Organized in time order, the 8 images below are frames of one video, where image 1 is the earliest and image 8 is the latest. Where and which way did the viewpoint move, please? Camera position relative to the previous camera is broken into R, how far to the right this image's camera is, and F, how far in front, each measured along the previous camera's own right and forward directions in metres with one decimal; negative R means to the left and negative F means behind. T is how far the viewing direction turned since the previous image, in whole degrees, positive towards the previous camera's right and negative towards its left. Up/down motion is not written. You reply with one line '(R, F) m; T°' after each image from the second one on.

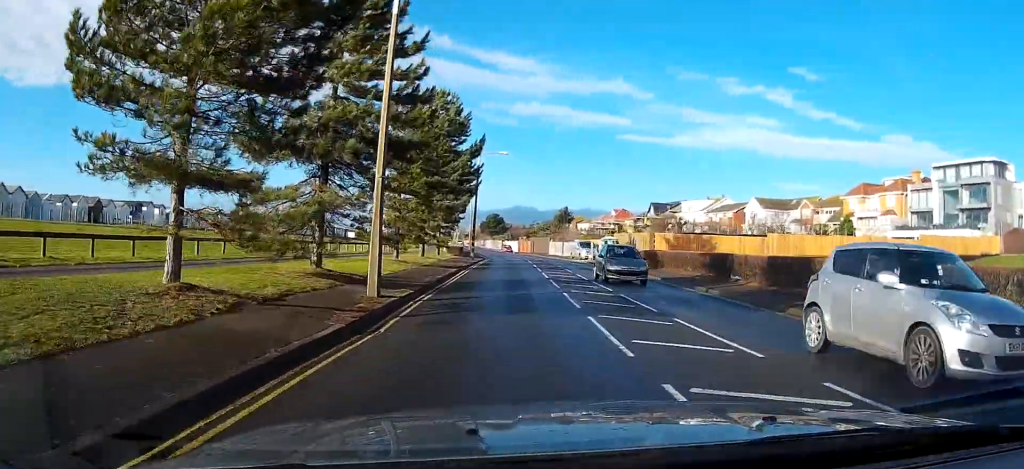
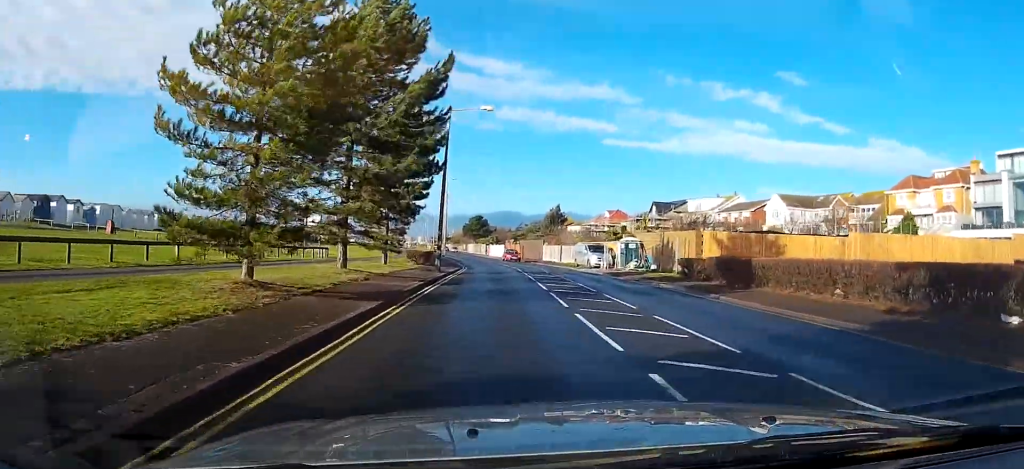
(+0.6, +16.3) m; +1°
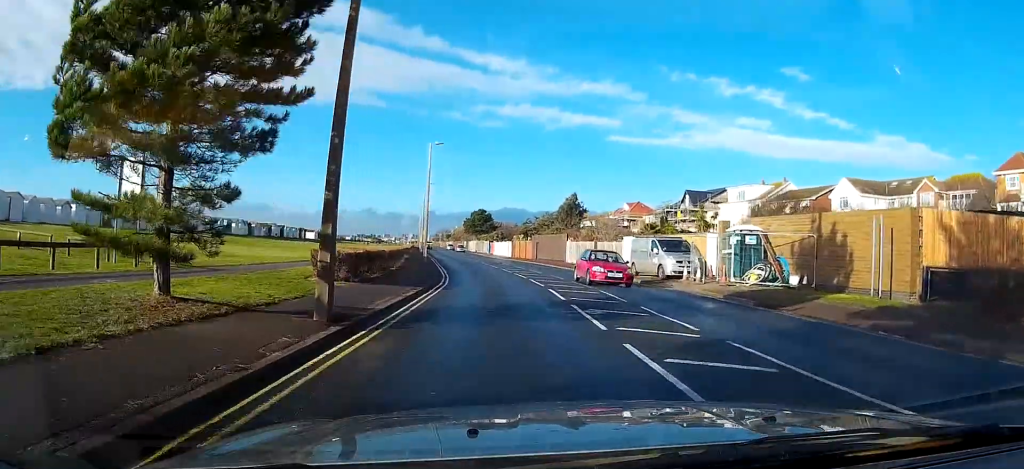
(-0.2, +20.3) m; -1°
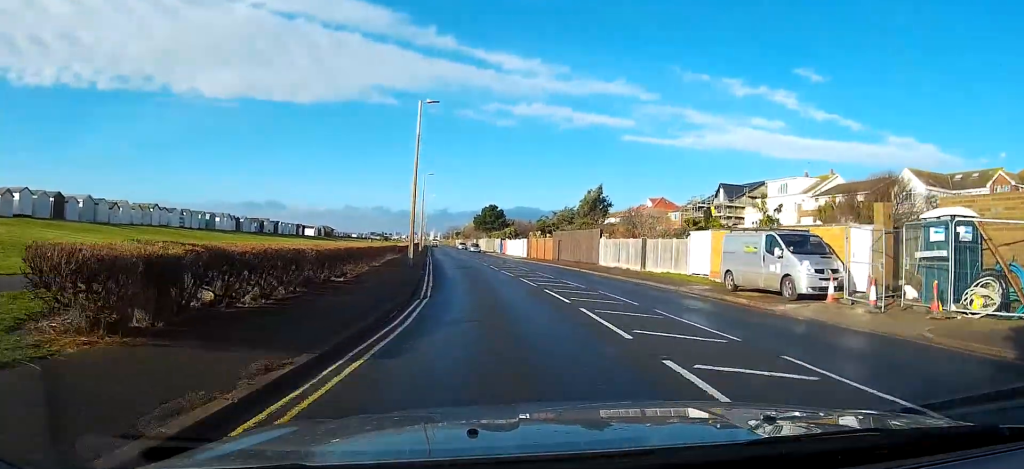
(0.0, +12.2) m; -1°
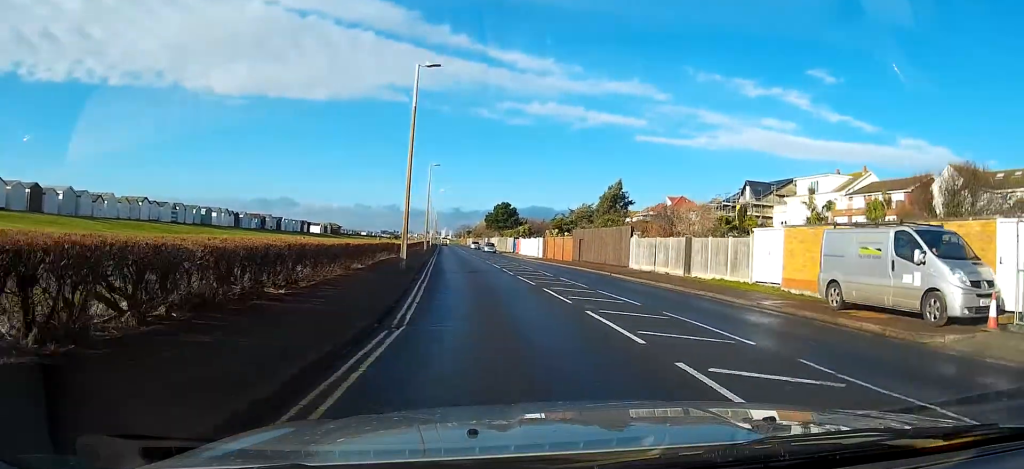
(0.0, +6.1) m; -1°
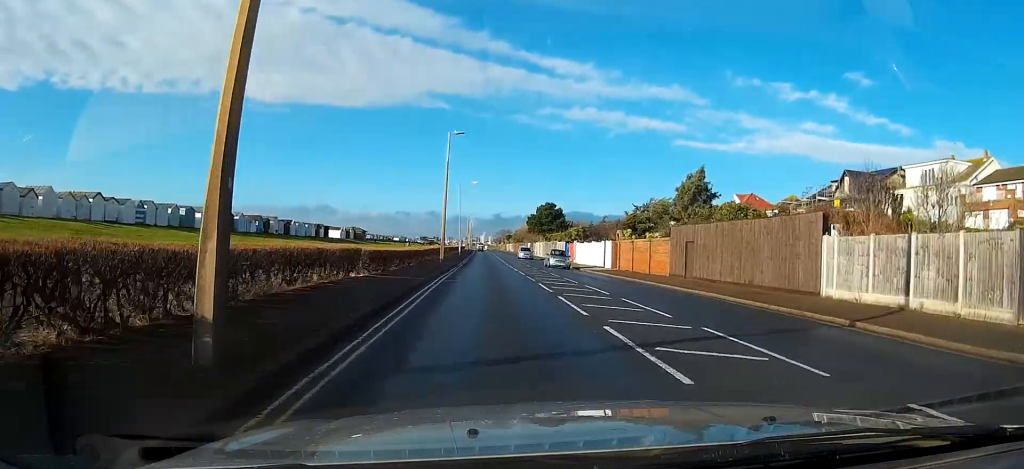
(-0.7, +19.1) m; -3°
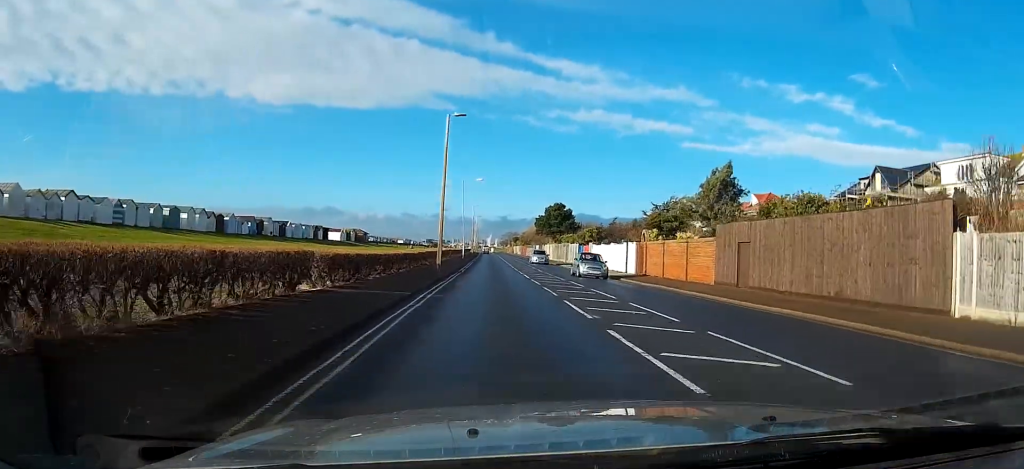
(0.0, +6.1) m; 0°
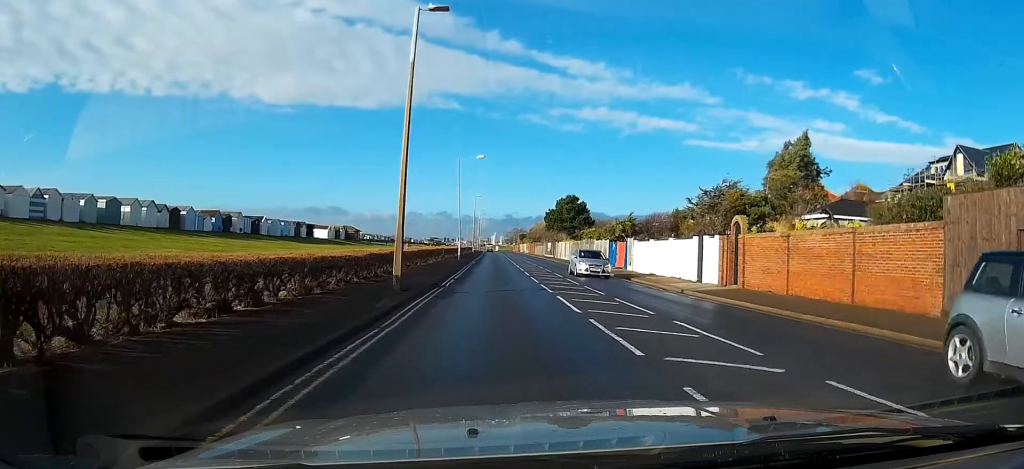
(0.0, +15.1) m; 0°
